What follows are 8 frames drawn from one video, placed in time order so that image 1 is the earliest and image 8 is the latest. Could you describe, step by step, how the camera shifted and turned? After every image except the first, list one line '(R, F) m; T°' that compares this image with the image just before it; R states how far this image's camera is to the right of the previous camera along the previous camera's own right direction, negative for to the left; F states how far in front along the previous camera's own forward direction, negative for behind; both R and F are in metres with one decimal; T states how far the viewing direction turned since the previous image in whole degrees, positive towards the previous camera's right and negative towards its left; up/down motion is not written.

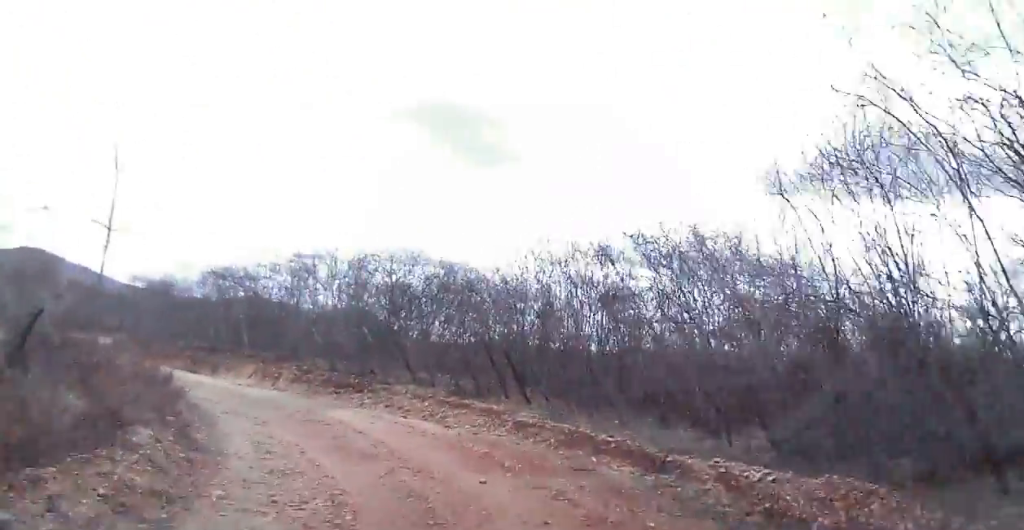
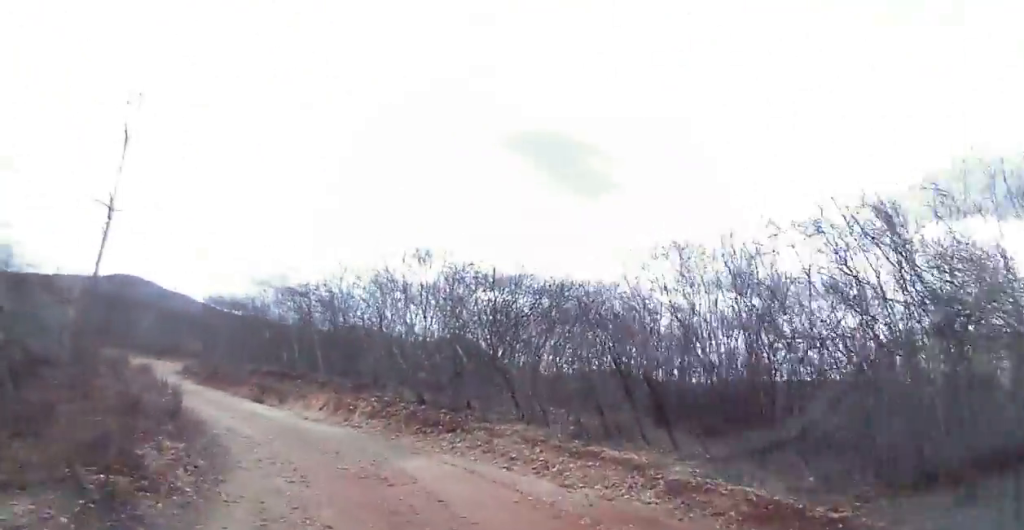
(-0.2, +3.4) m; -8°
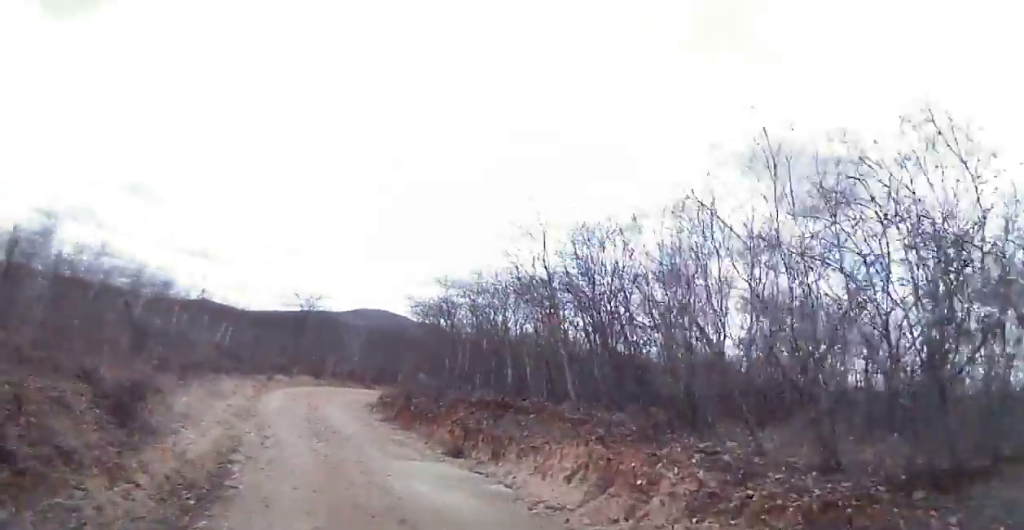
(-1.6, +9.4) m; -17°
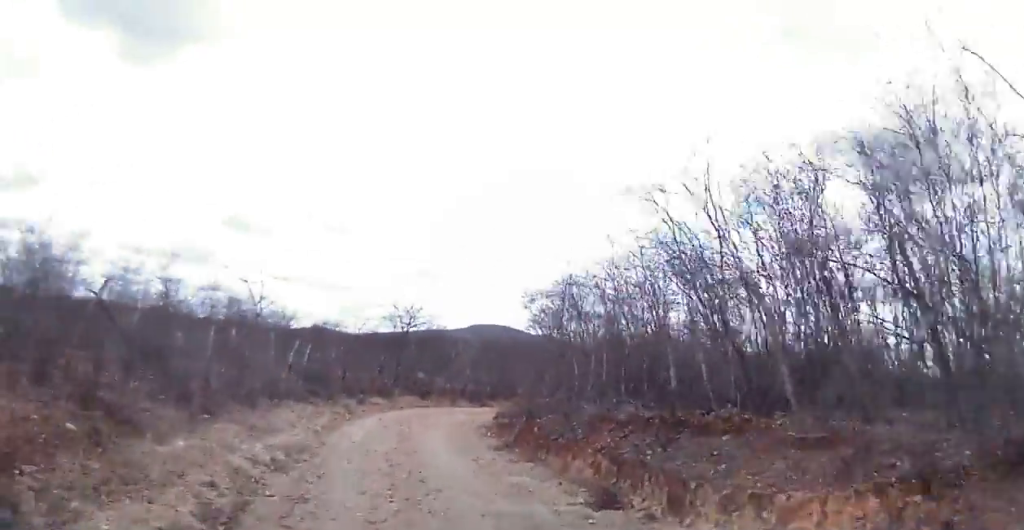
(-0.3, +4.0) m; -9°
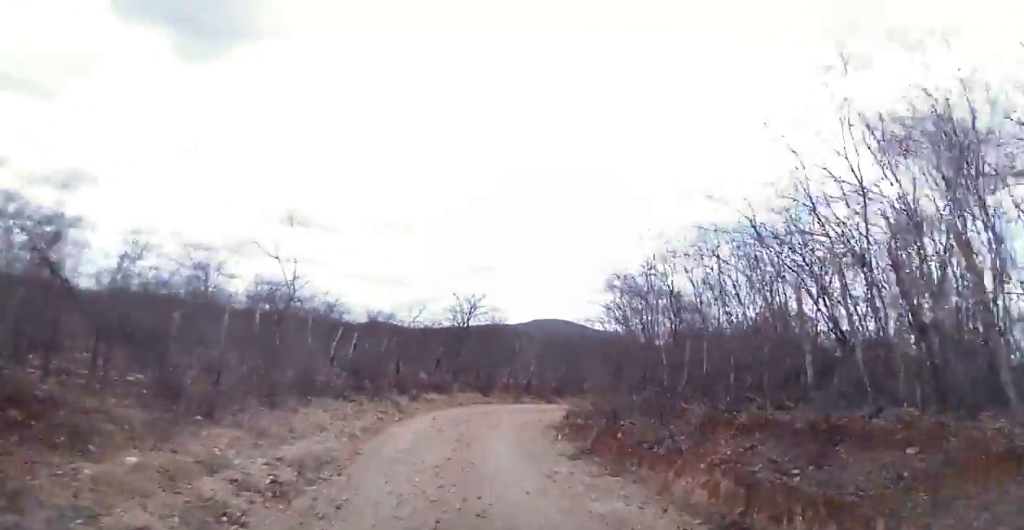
(+0.1, +2.2) m; -7°
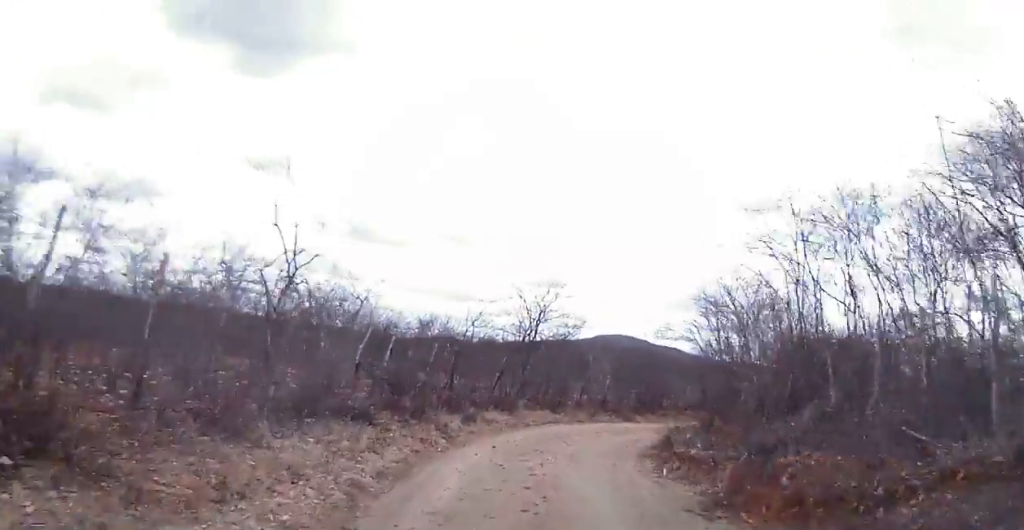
(-0.7, +4.1) m; -11°
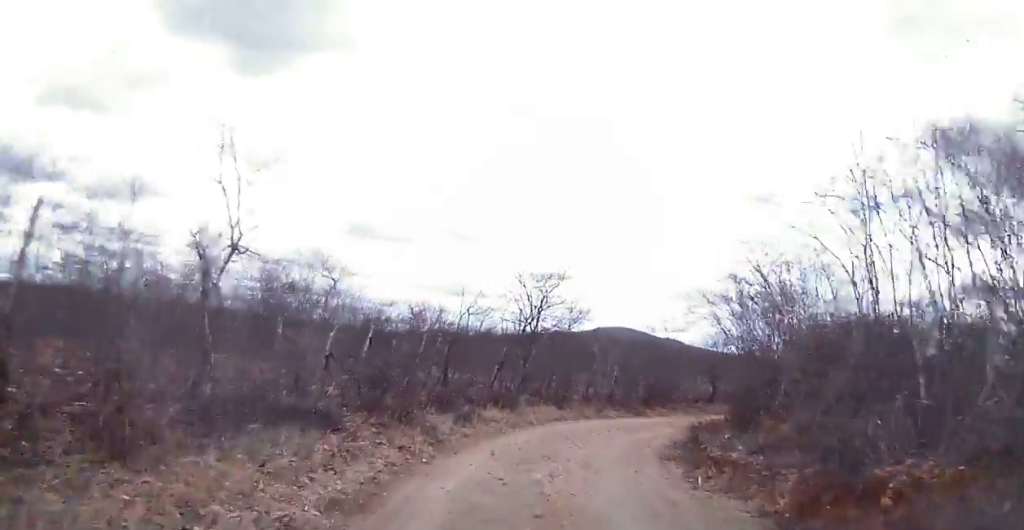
(-0.1, +2.1) m; -4°
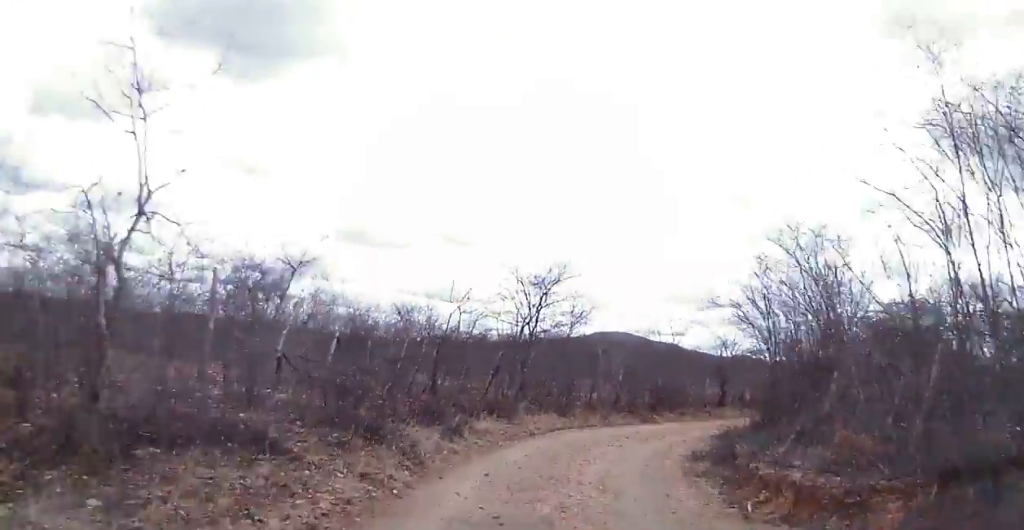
(0.0, +2.1) m; 0°
